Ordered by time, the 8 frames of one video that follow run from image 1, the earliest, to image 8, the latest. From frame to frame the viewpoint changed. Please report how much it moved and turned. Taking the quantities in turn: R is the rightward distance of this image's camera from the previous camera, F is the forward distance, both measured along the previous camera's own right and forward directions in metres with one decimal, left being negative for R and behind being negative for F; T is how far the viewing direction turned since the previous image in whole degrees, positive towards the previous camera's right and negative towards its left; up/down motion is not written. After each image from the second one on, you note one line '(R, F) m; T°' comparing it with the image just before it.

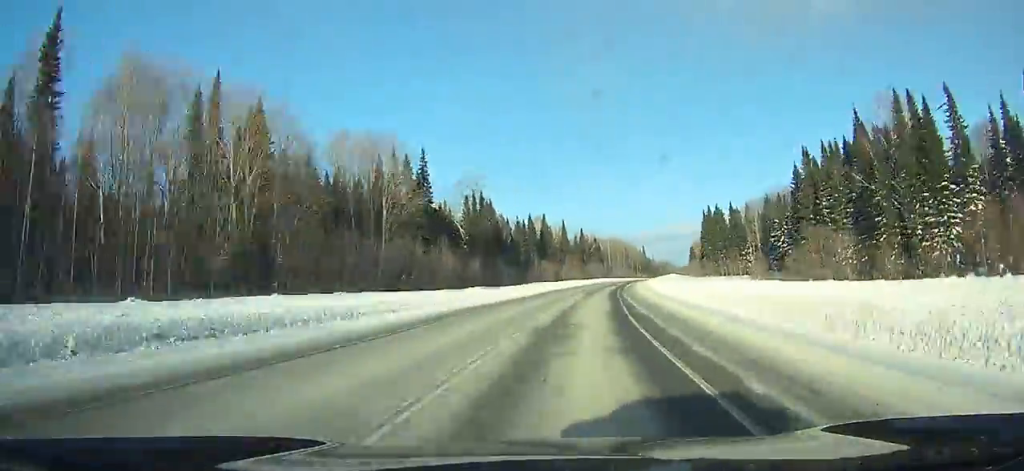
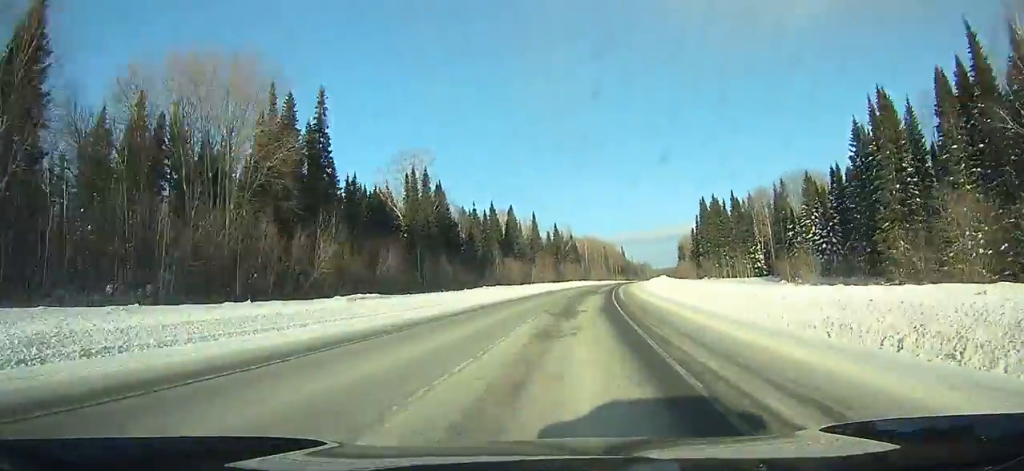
(-0.3, +29.7) m; +2°
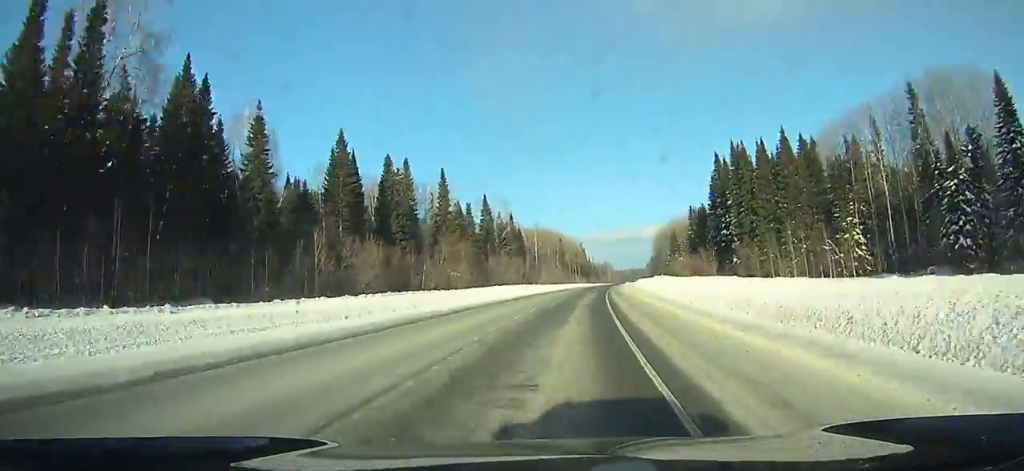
(+3.4, +67.8) m; +5°
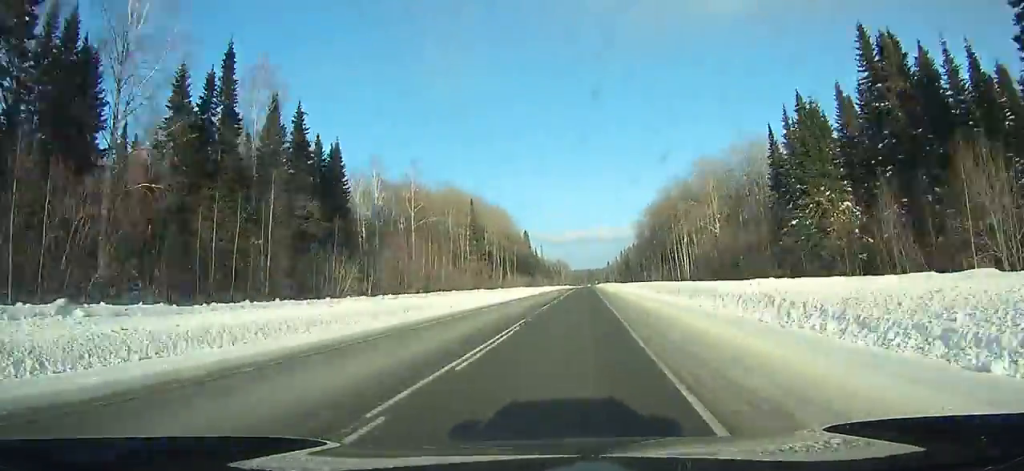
(+5.6, +104.4) m; +5°
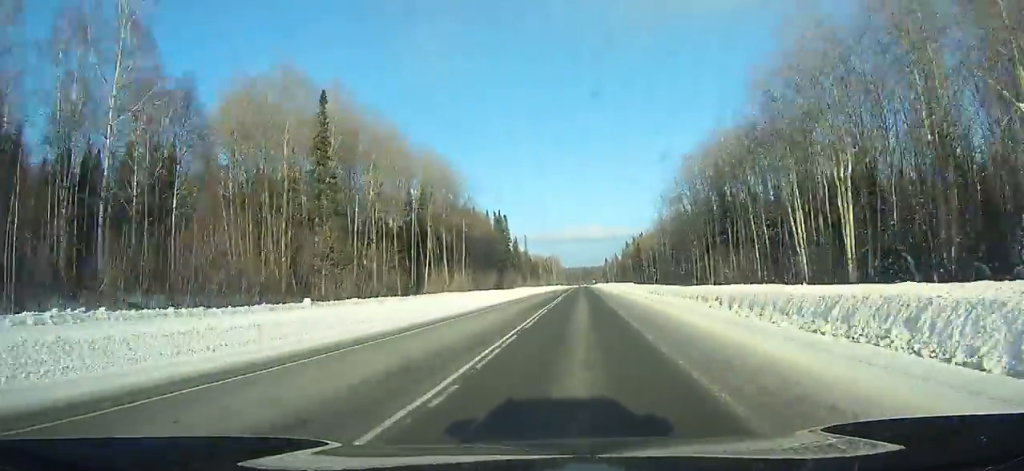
(+0.8, +64.5) m; +1°
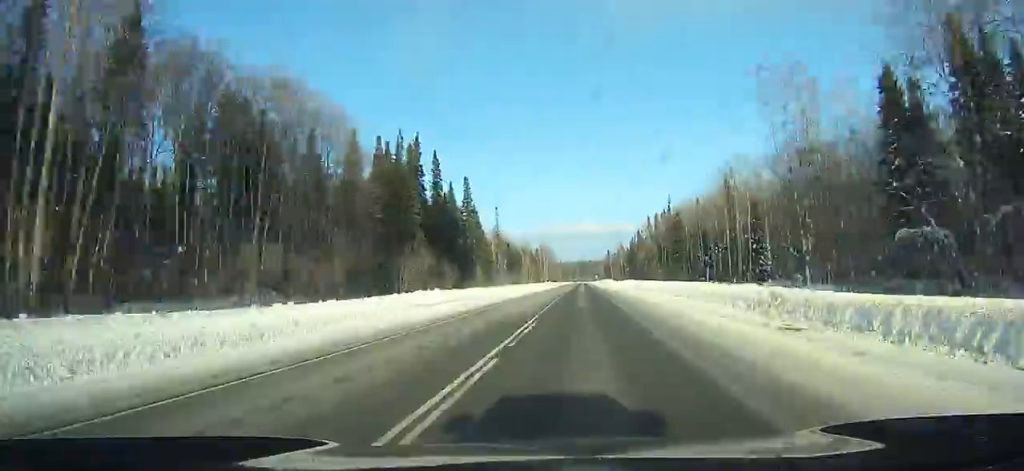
(+0.1, +78.5) m; 0°
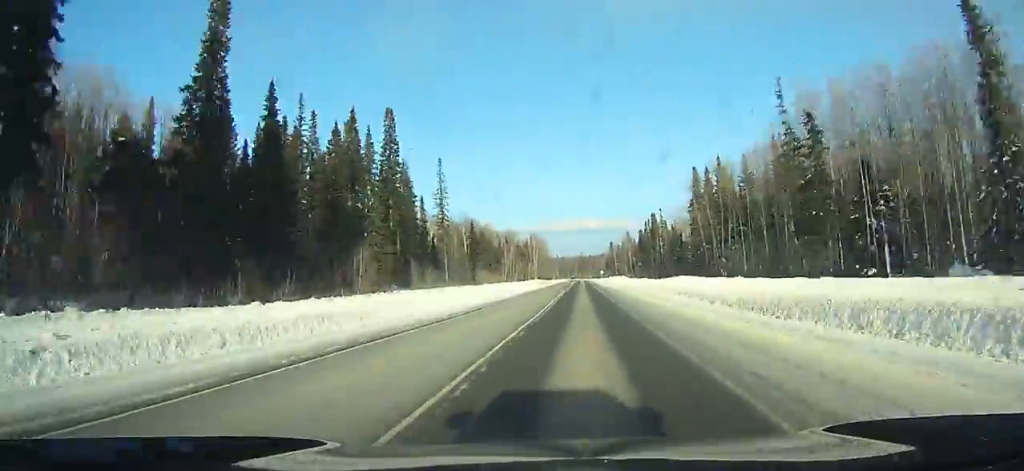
(+0.4, +63.8) m; 0°
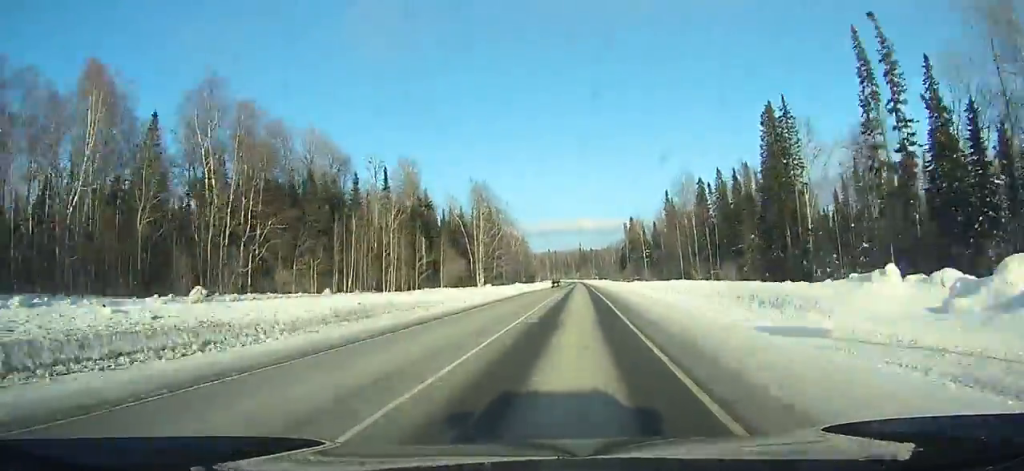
(-0.1, +144.8) m; 0°
